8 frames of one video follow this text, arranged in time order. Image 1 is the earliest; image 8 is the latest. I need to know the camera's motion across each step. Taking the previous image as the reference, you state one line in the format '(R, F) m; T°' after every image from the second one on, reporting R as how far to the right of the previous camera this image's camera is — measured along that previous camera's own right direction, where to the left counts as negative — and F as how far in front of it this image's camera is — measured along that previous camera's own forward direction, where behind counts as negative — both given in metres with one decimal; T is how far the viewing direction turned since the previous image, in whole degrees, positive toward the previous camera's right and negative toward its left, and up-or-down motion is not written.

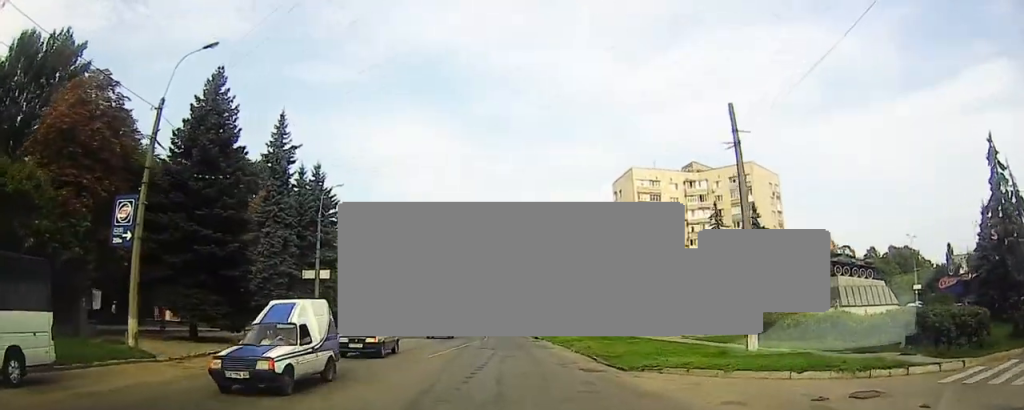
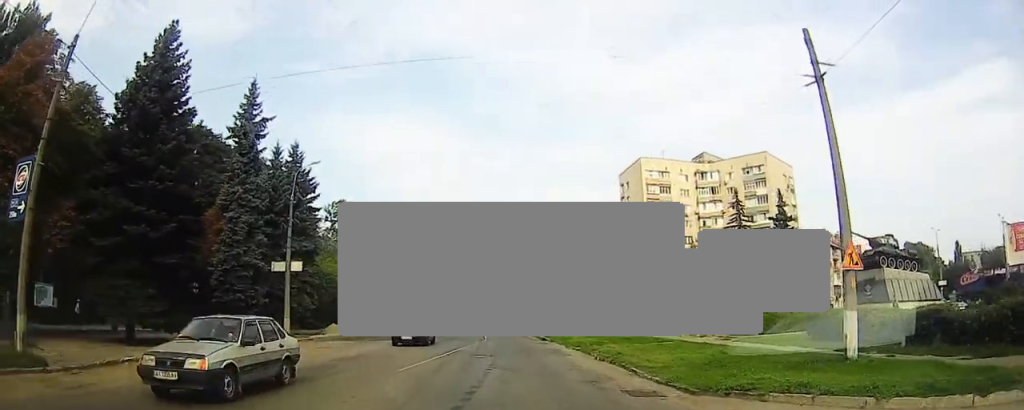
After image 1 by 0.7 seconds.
(0.0, +5.4) m; 0°
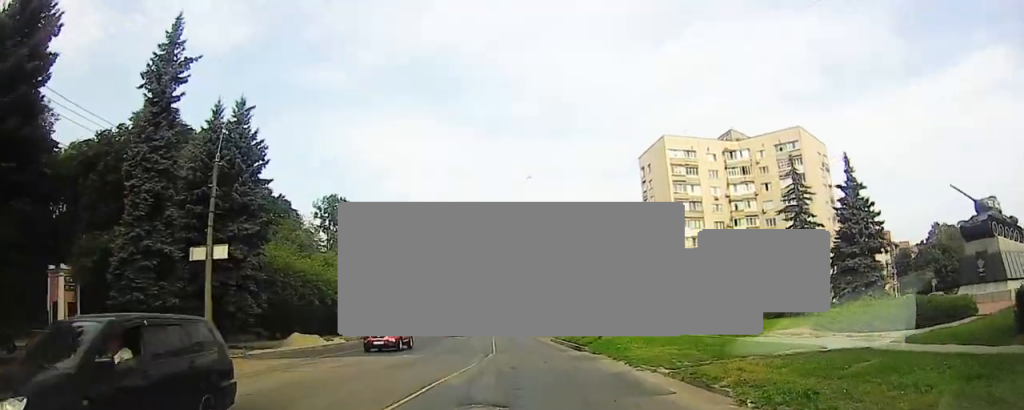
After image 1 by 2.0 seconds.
(0.0, +10.0) m; 0°
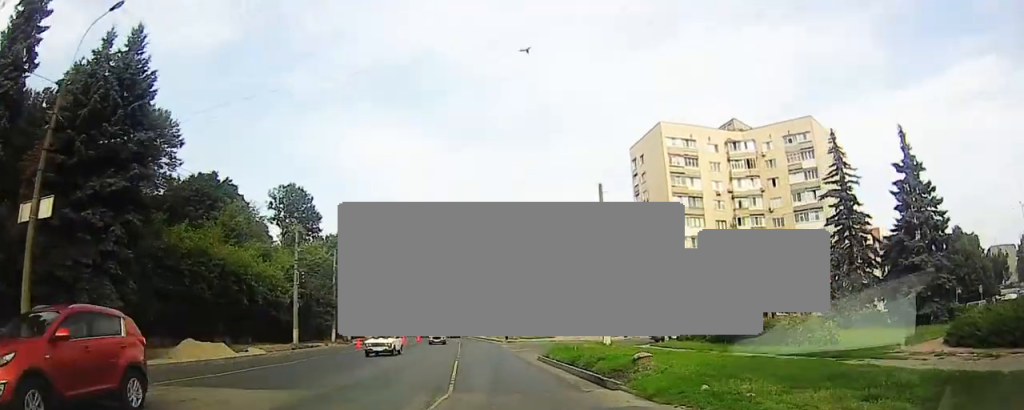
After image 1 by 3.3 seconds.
(+0.1, +9.8) m; +1°
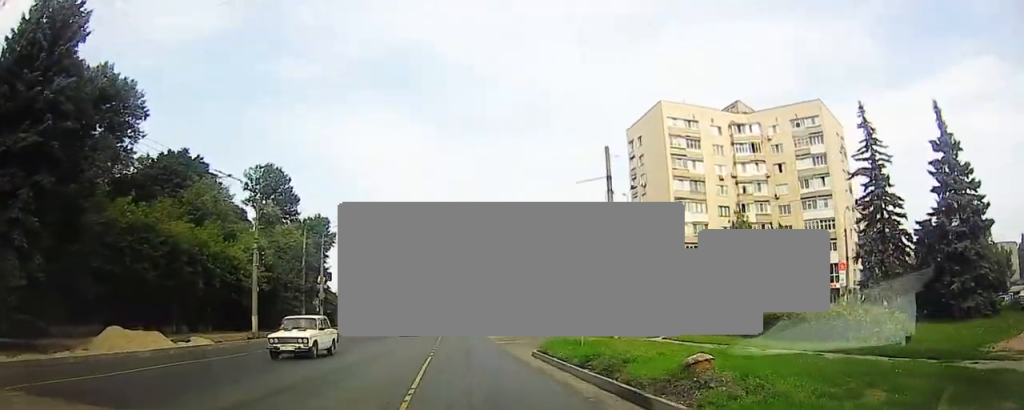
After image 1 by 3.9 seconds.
(0.0, +5.1) m; +1°
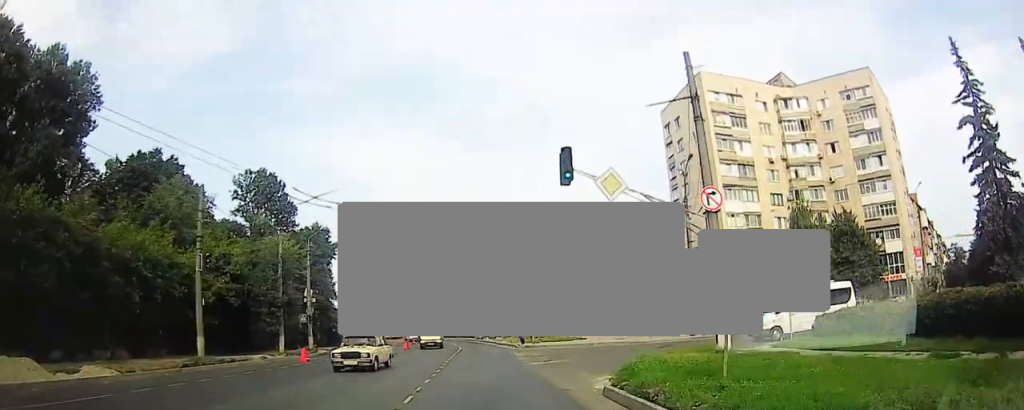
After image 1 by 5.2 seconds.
(+0.1, +10.1) m; +1°
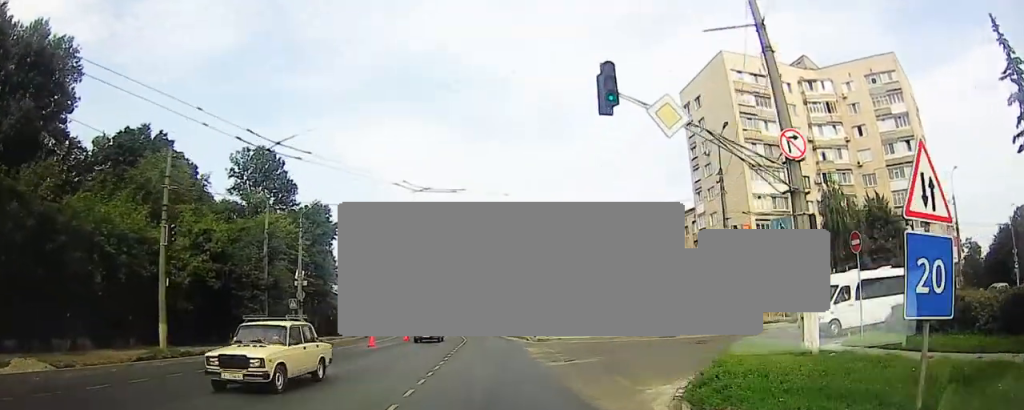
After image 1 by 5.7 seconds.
(0.0, +4.1) m; -1°
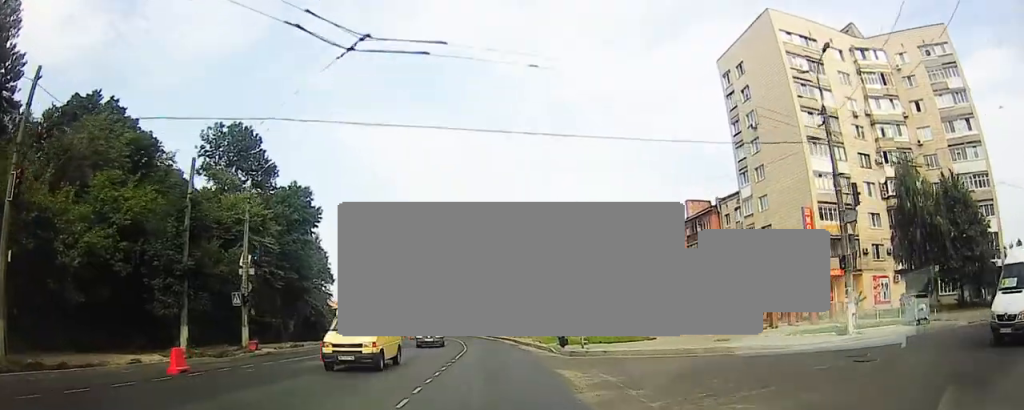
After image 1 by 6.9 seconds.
(-0.2, +10.5) m; -3°
